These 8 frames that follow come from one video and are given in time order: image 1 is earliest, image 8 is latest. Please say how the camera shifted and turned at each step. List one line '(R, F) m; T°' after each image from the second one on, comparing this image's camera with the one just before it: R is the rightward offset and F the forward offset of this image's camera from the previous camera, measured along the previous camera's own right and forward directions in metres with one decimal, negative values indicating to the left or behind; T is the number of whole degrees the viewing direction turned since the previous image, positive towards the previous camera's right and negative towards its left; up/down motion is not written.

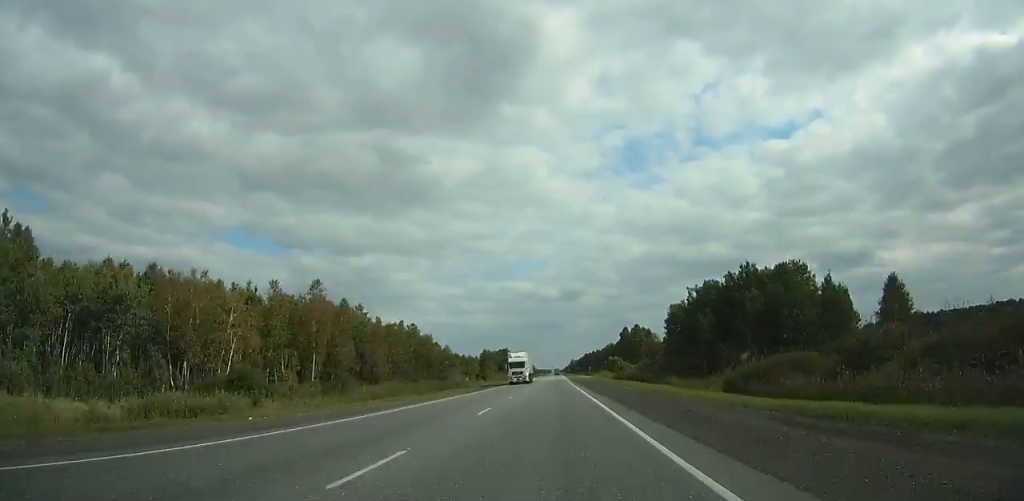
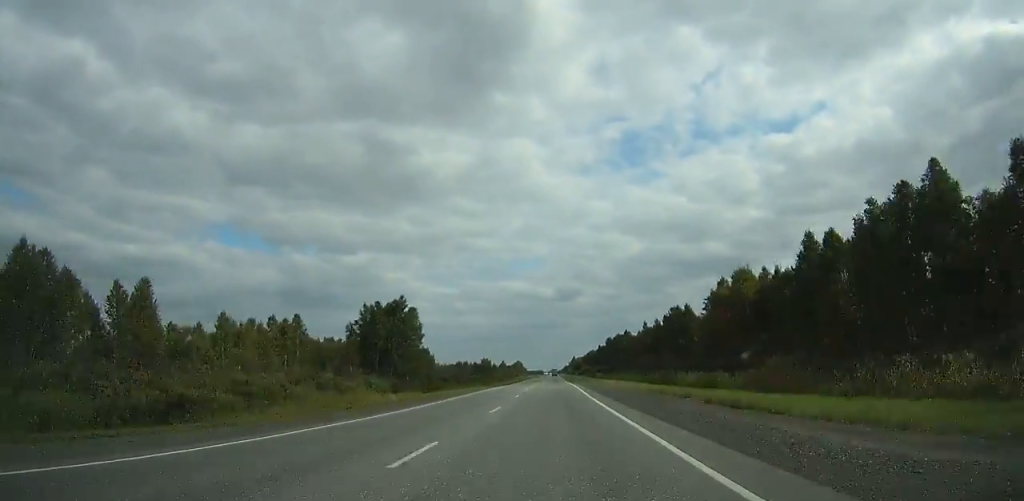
(+0.1, +163.5) m; 0°
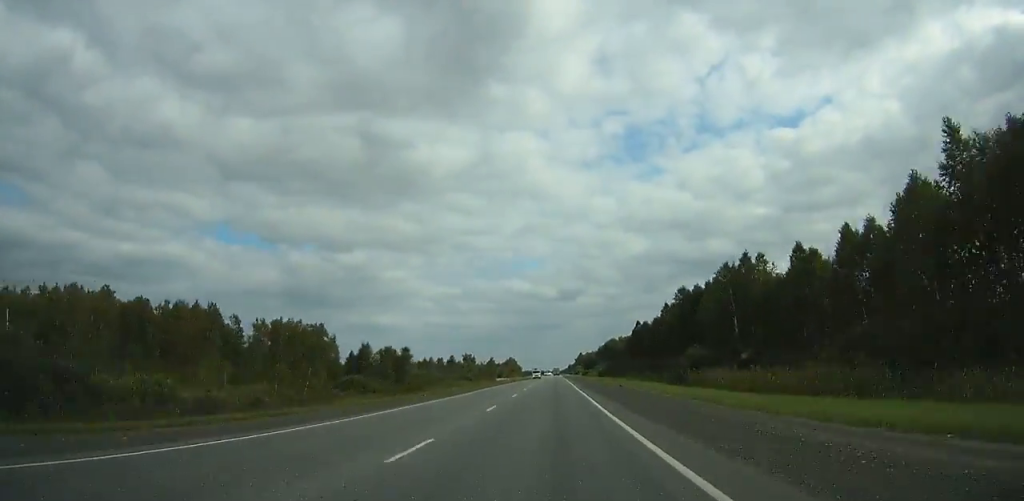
(+0.2, +107.8) m; 0°
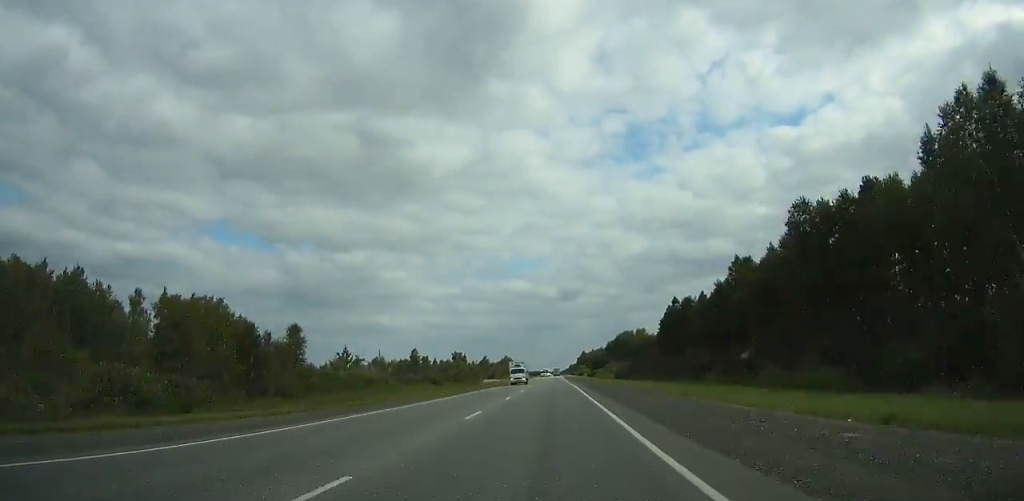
(-0.1, +40.6) m; 0°
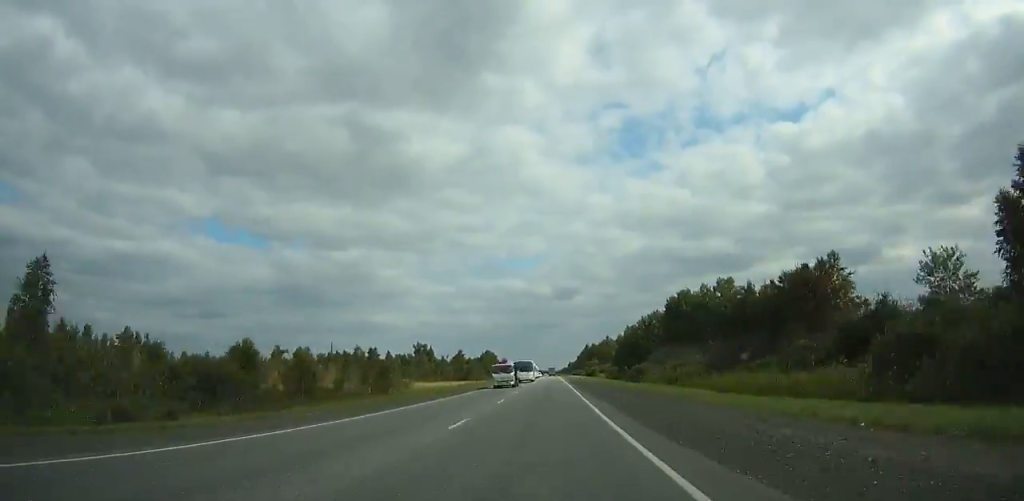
(+0.2, +85.9) m; 0°
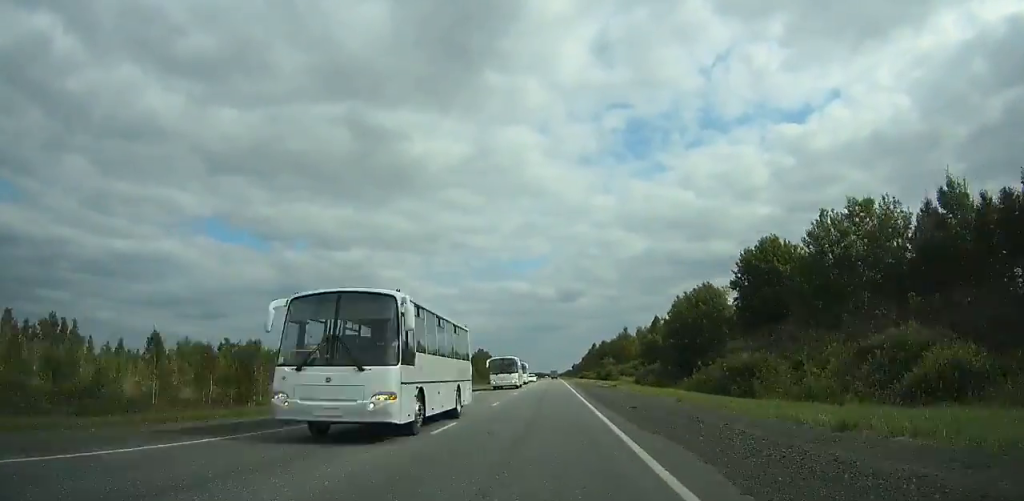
(0.0, +37.4) m; 0°
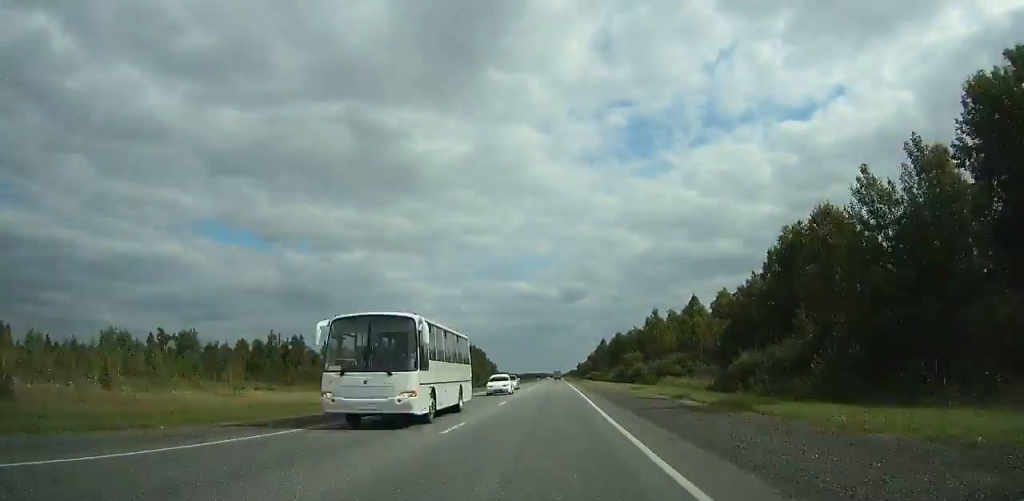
(-0.1, +34.7) m; 0°
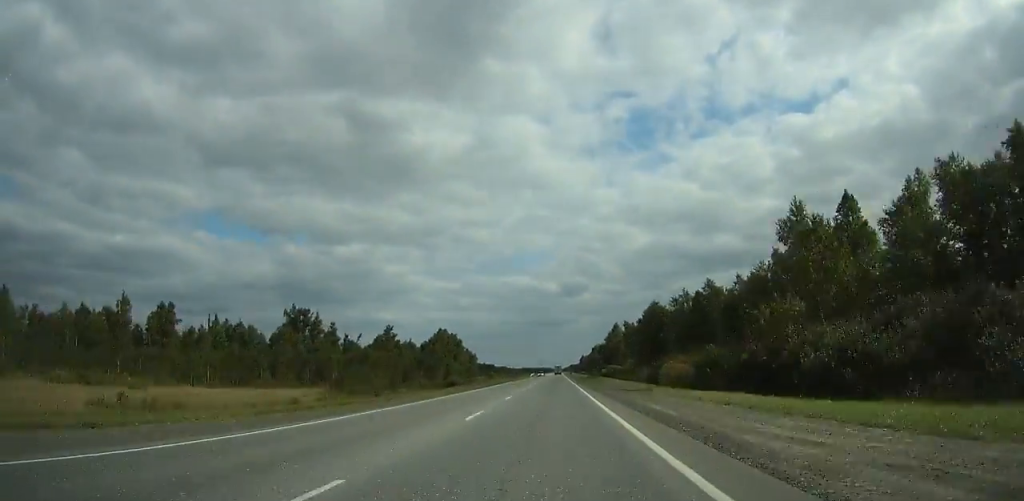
(0.0, +56.2) m; 0°
